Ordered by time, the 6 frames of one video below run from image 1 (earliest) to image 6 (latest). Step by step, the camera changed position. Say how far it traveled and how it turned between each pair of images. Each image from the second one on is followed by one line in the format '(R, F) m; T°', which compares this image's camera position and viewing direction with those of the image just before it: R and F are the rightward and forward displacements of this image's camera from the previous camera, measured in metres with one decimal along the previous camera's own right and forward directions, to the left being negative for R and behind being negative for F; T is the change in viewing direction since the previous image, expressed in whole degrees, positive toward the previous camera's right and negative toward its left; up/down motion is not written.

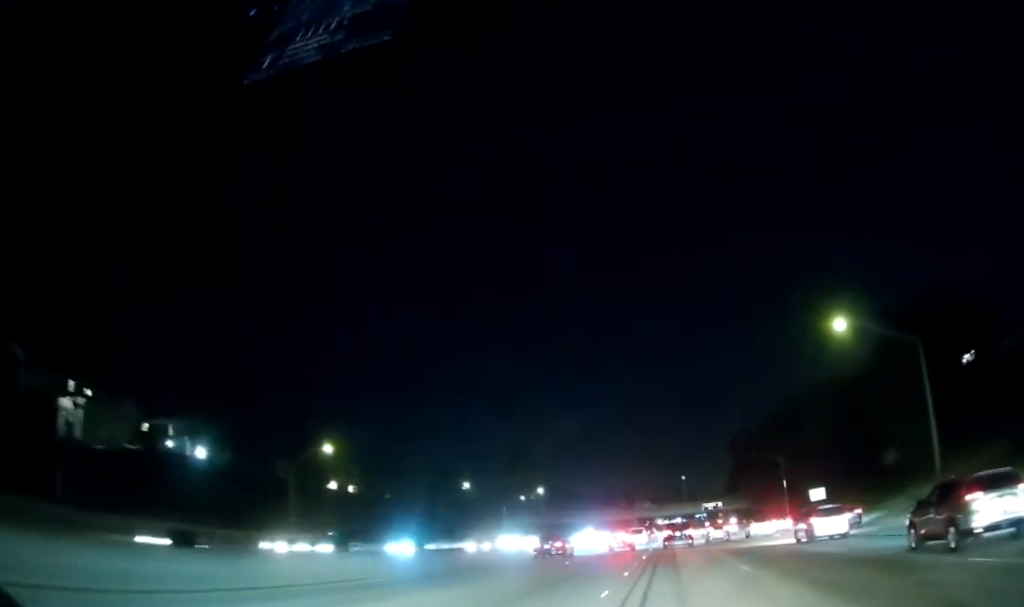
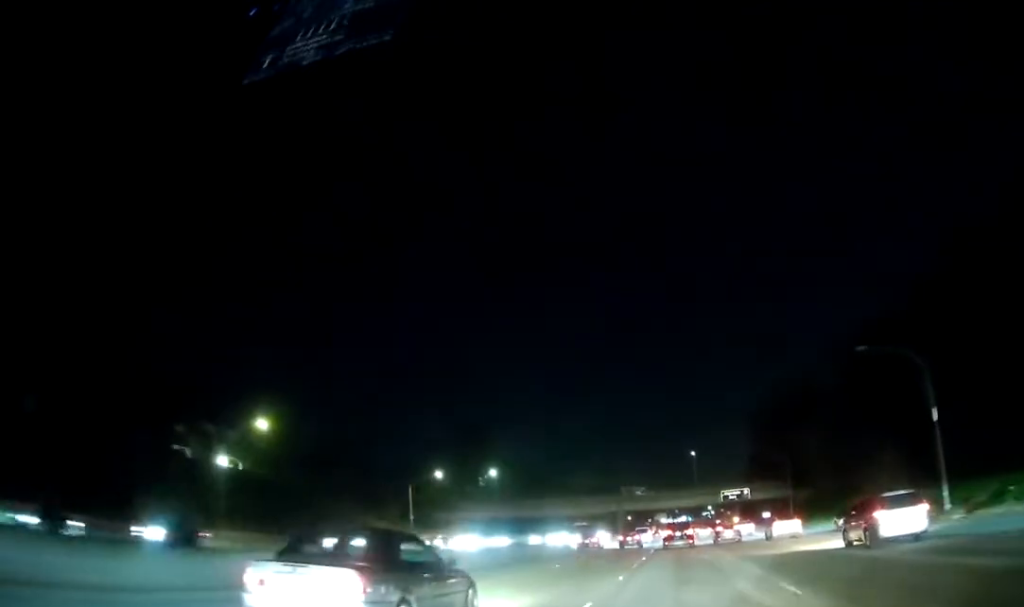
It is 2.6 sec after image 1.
(-0.4, +59.7) m; 0°
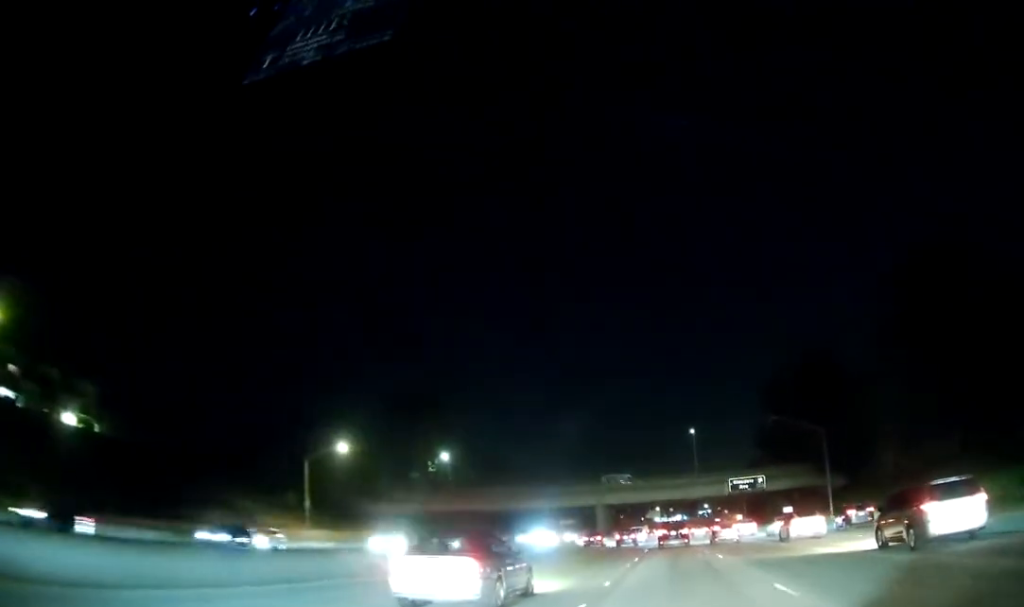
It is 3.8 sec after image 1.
(0.0, +29.7) m; 0°
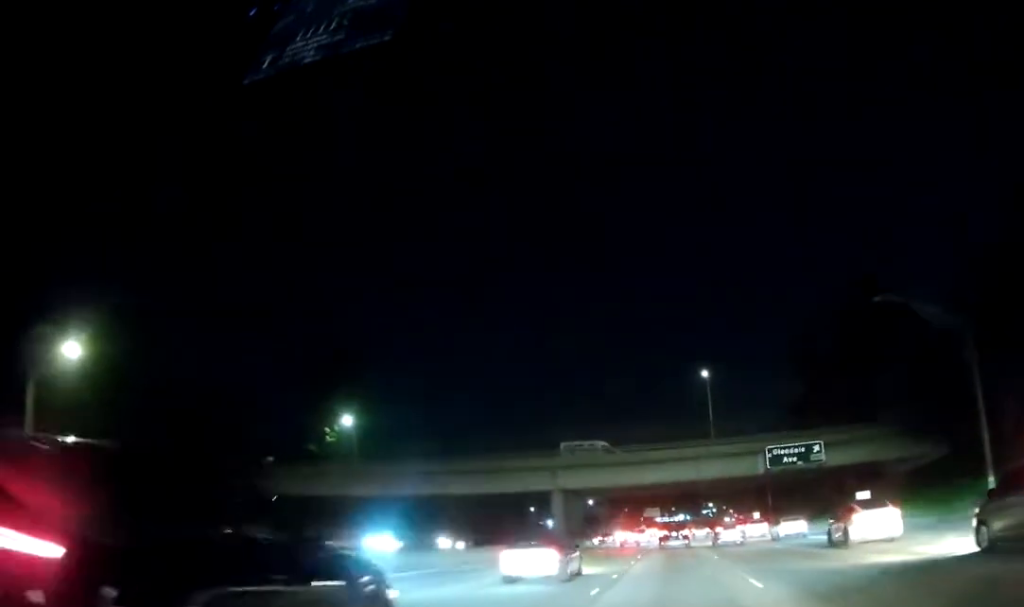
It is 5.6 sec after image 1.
(0.0, +40.9) m; 0°
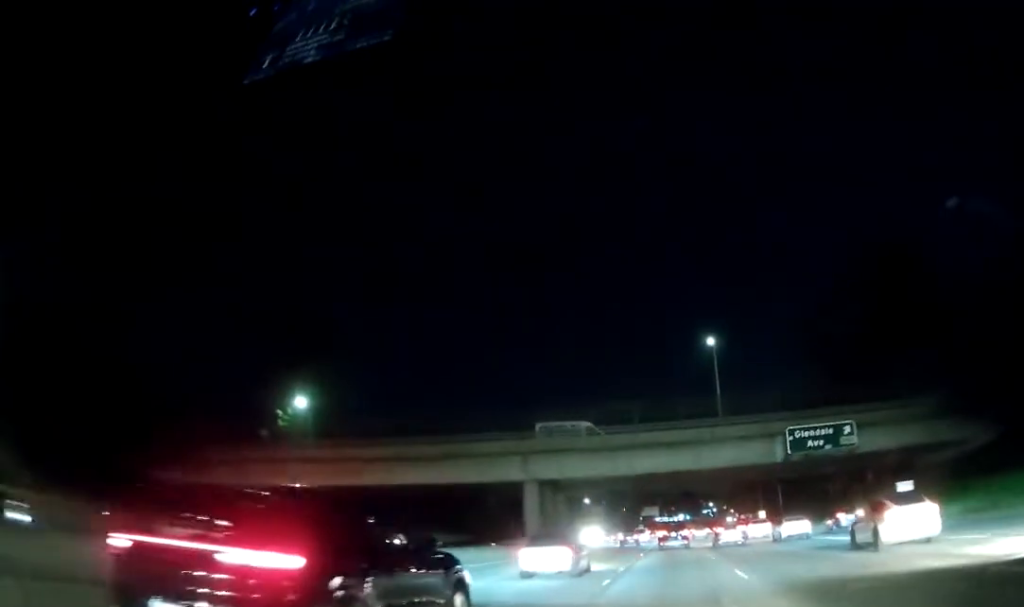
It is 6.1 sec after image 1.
(0.0, +11.4) m; 0°
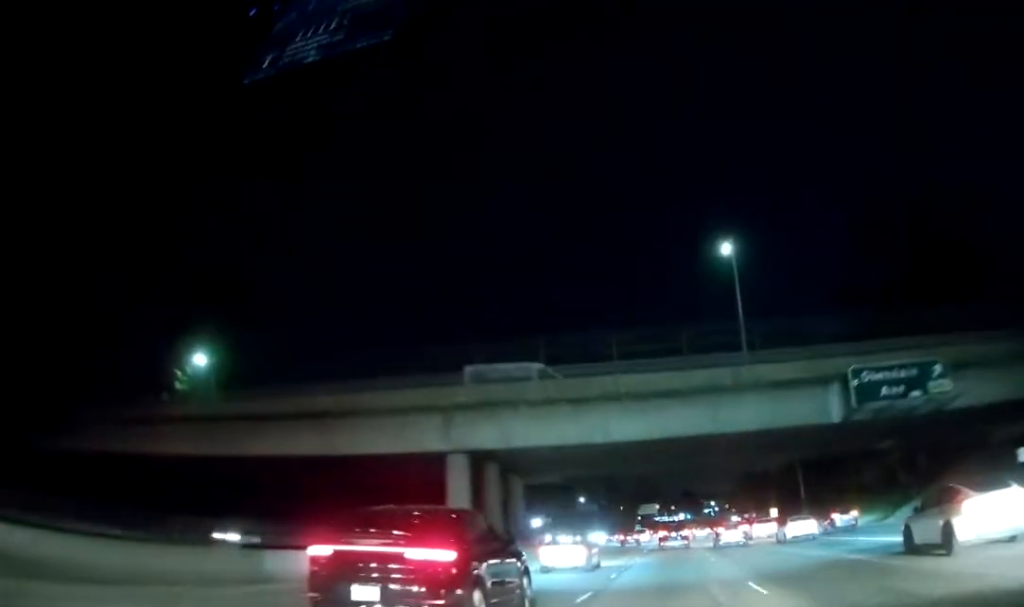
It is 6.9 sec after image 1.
(0.0, +18.8) m; 0°
